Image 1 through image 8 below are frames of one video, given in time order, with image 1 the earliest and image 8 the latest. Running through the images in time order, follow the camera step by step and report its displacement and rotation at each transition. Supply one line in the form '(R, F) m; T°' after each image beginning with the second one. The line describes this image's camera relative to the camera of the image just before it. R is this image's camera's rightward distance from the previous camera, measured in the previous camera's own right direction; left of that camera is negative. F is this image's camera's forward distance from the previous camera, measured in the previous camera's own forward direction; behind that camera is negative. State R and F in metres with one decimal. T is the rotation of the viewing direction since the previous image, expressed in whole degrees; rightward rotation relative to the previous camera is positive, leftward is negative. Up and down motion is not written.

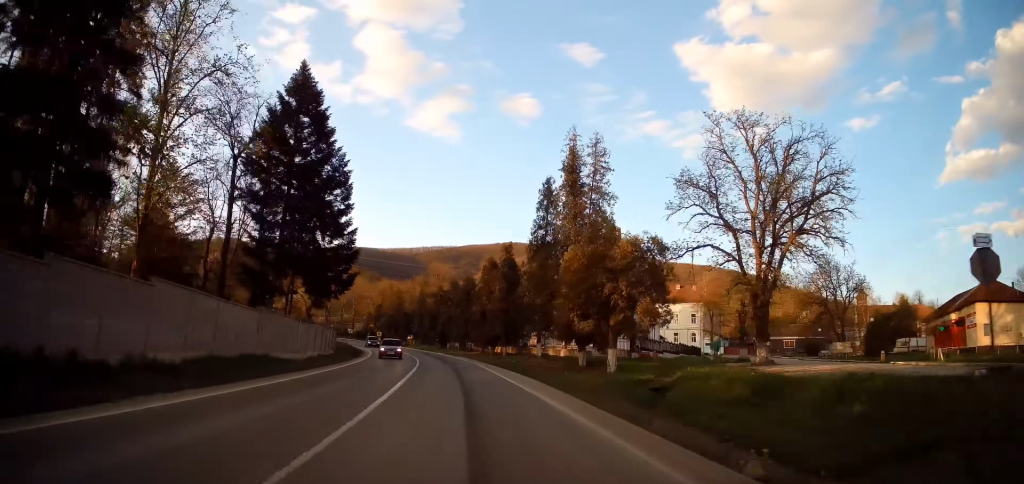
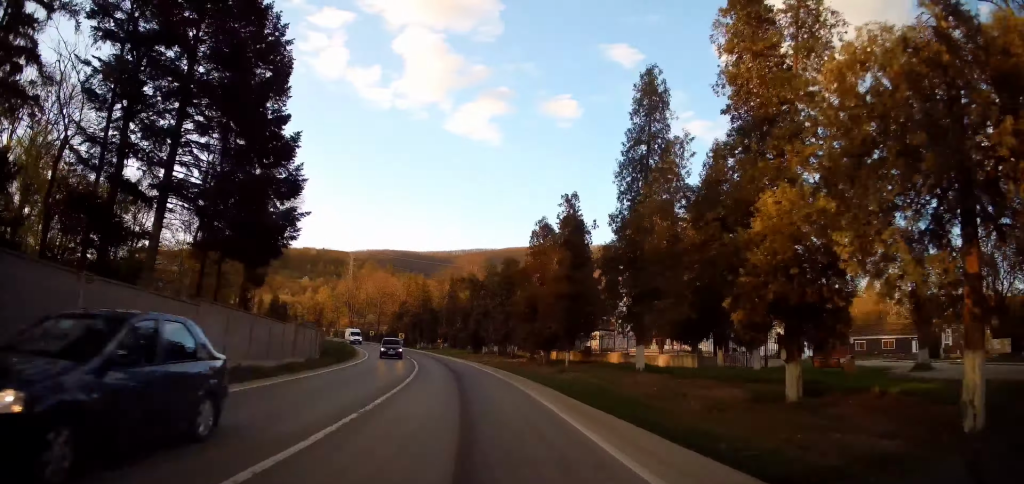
(0.0, +19.4) m; -2°
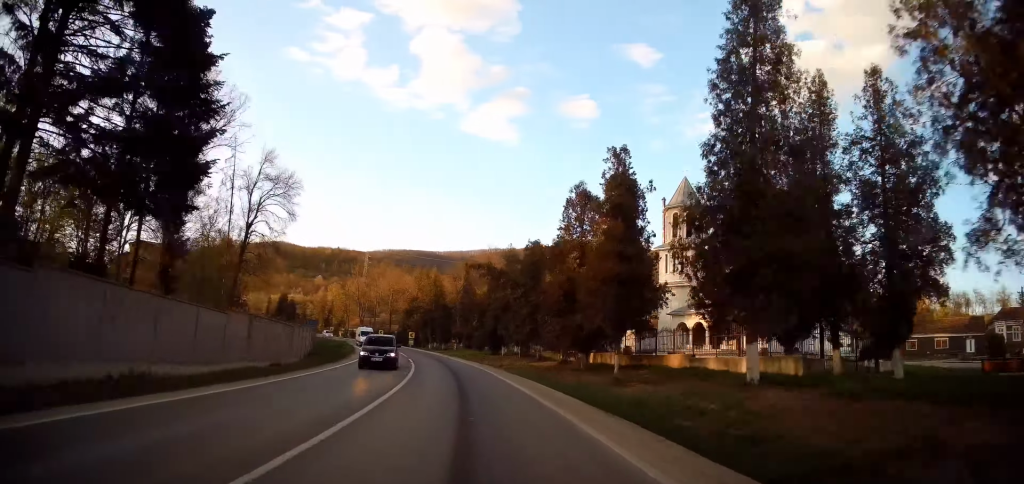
(-0.3, +8.9) m; -2°
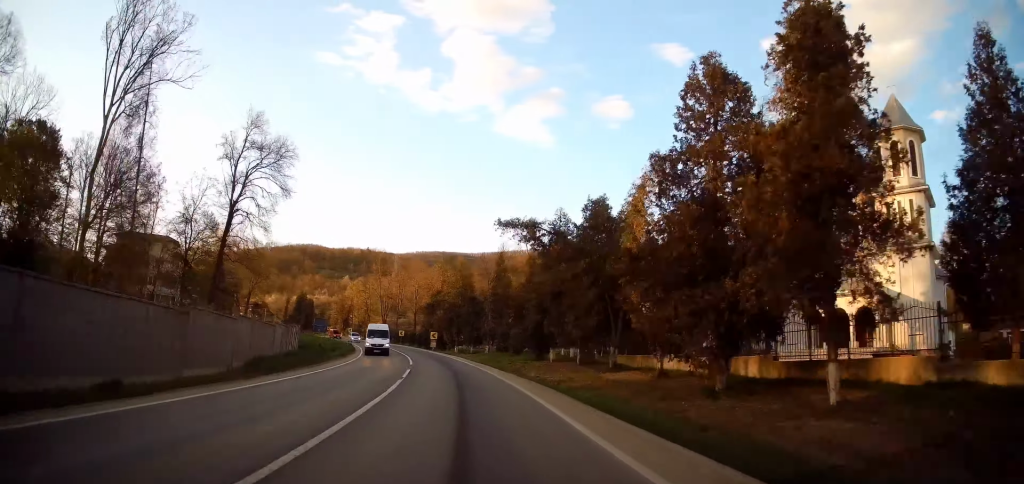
(-0.6, +15.0) m; -4°
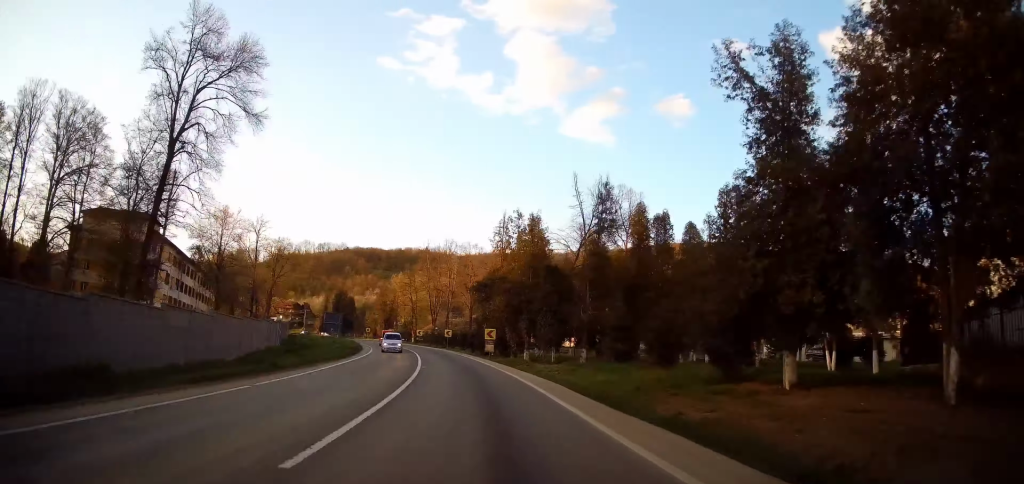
(-1.3, +25.1) m; -5°
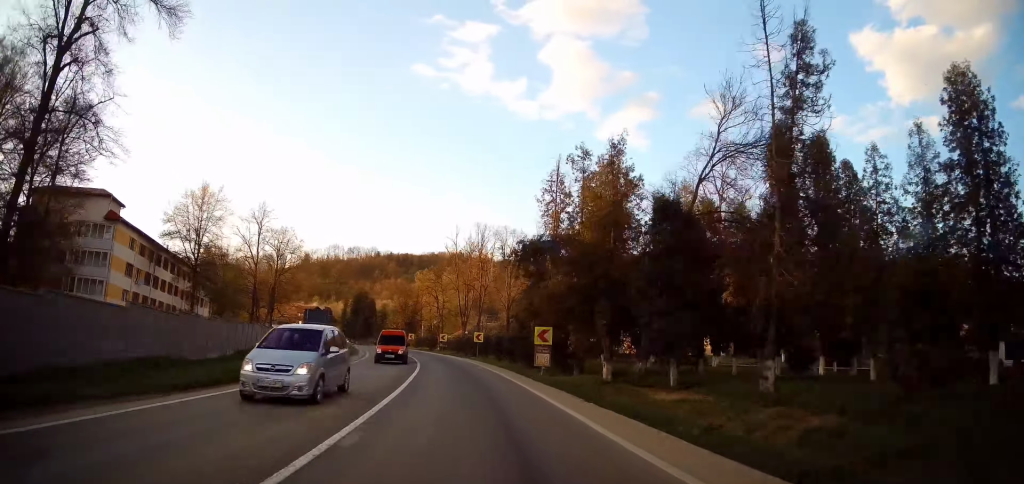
(-0.6, +18.5) m; -4°
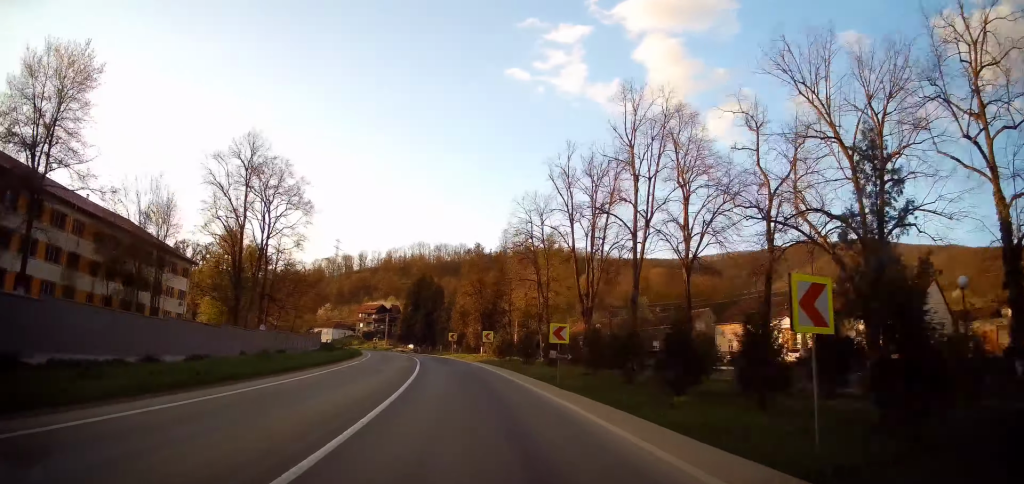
(-3.9, +42.6) m; -10°
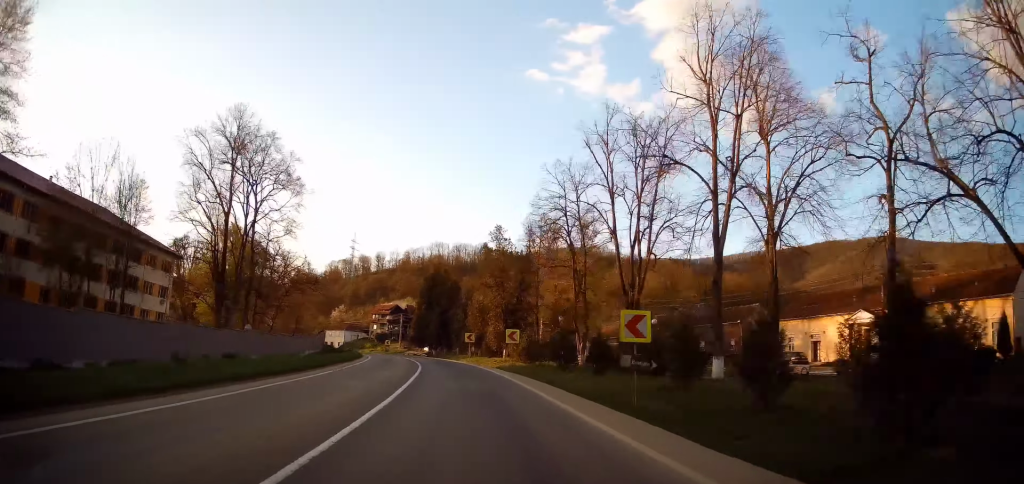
(-0.2, +9.4) m; -3°
